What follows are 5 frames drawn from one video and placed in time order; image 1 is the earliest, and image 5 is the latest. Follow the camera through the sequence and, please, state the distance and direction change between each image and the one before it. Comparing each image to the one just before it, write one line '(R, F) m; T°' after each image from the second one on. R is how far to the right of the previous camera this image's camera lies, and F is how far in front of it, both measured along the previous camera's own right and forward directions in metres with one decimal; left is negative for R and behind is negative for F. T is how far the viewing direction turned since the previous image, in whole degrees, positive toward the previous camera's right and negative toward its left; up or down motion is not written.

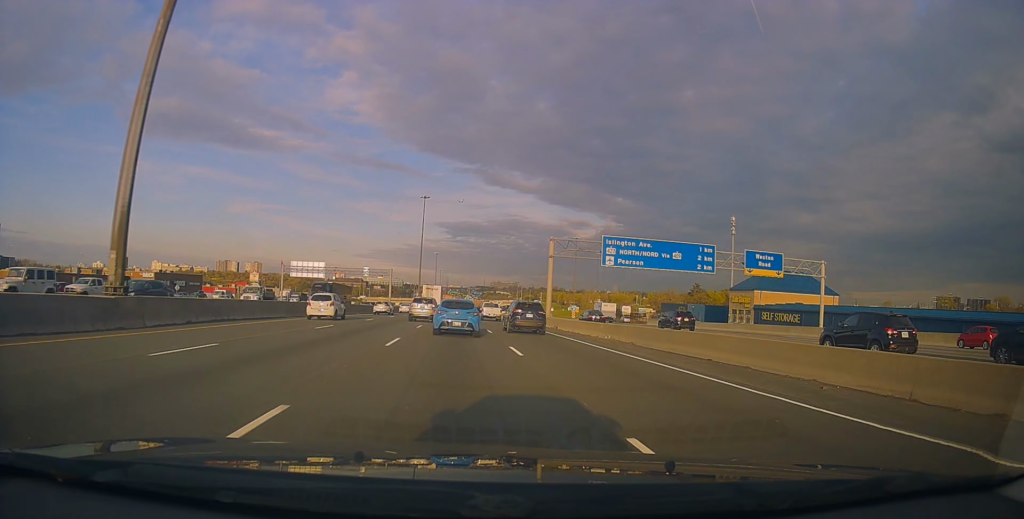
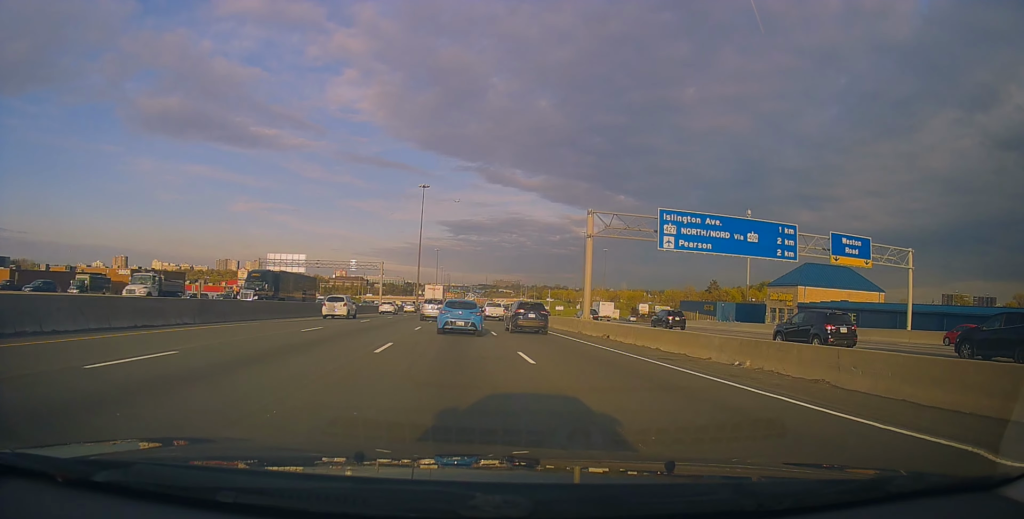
(-0.3, +14.4) m; -1°
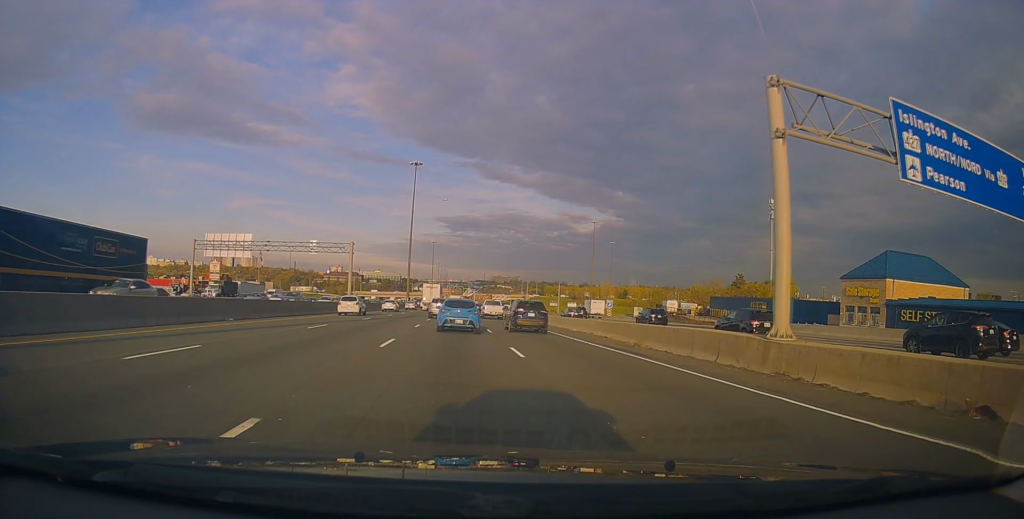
(-0.3, +23.1) m; -1°
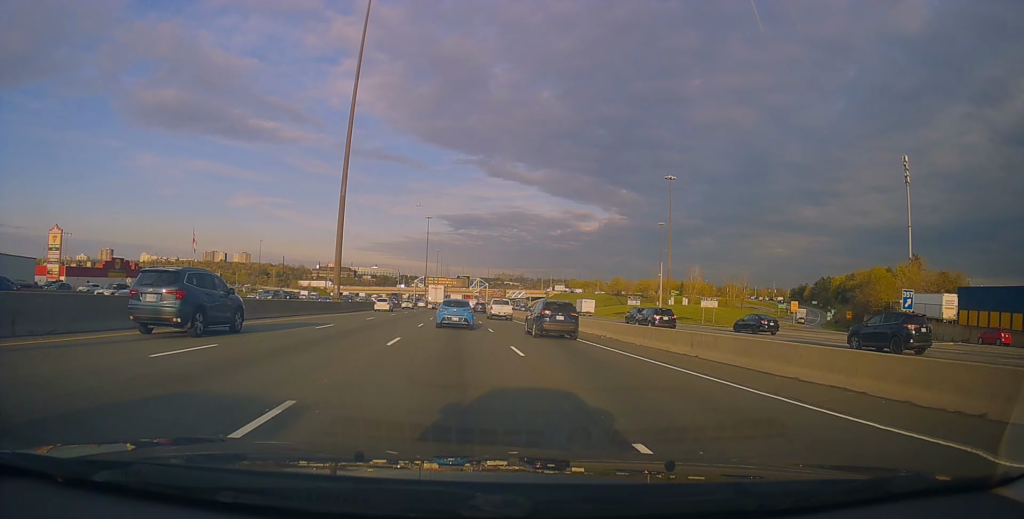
(+0.6, +83.9) m; 0°
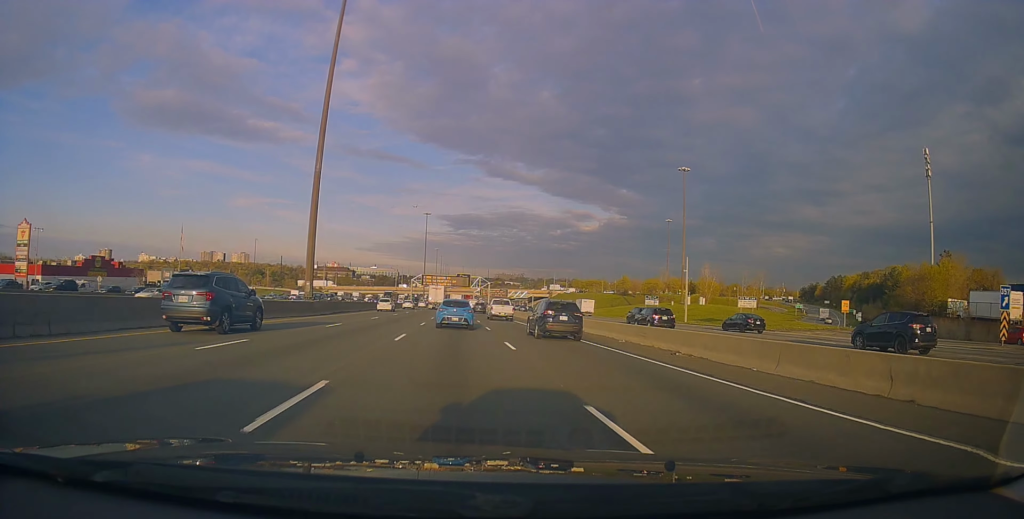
(-0.2, +10.5) m; 0°
